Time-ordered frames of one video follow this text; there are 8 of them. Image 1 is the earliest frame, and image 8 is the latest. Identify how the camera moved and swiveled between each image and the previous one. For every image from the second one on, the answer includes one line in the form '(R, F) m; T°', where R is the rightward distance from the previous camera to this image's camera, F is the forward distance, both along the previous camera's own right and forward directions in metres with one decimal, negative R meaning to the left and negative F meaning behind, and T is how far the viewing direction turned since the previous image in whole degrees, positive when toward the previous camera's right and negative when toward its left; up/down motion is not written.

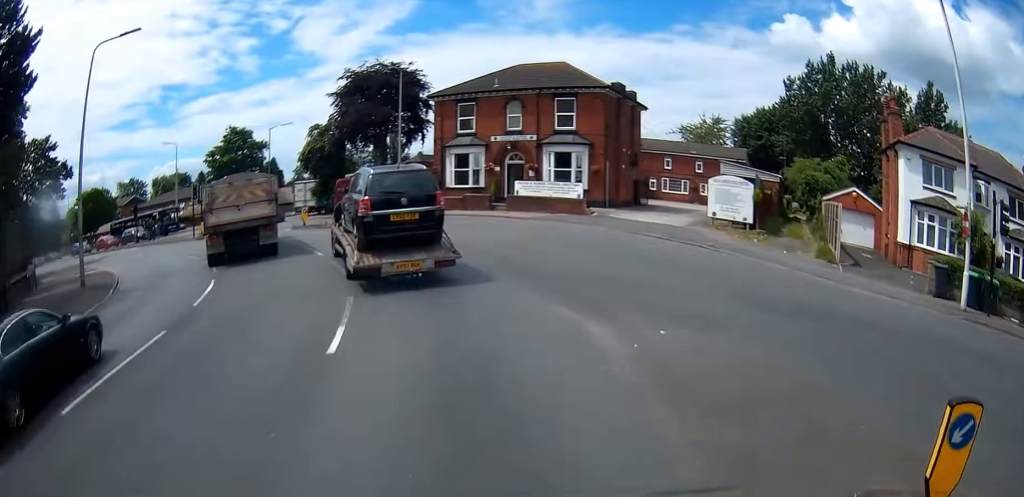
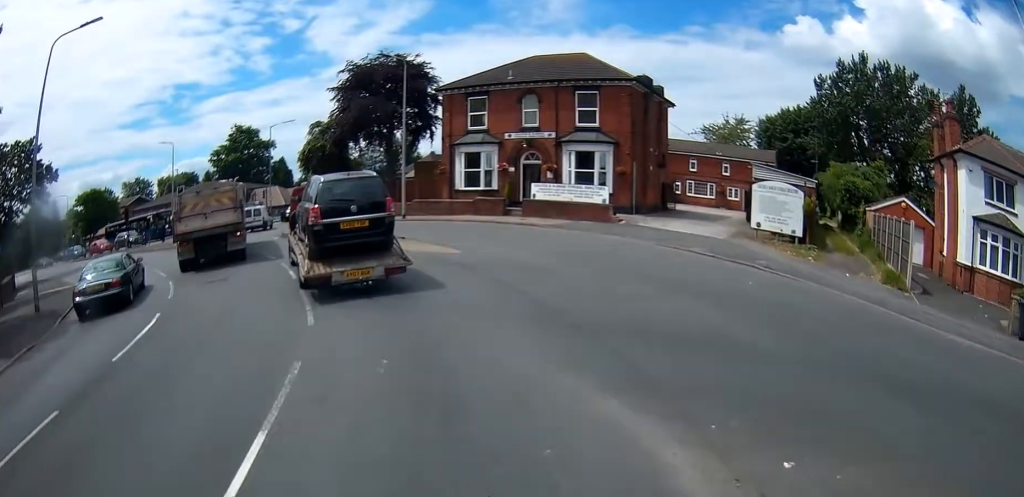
(-0.1, +3.8) m; -4°
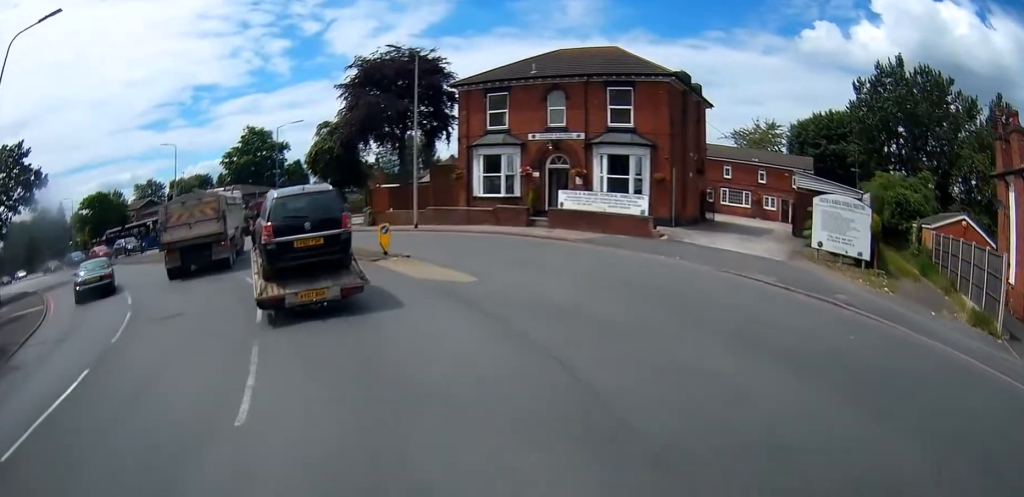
(-0.1, +3.3) m; -5°
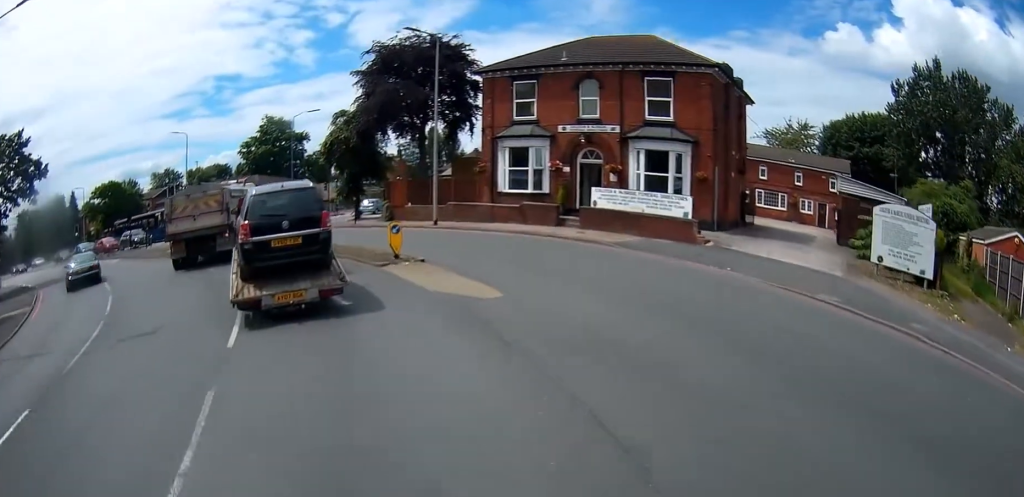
(0.0, +2.1) m; -3°
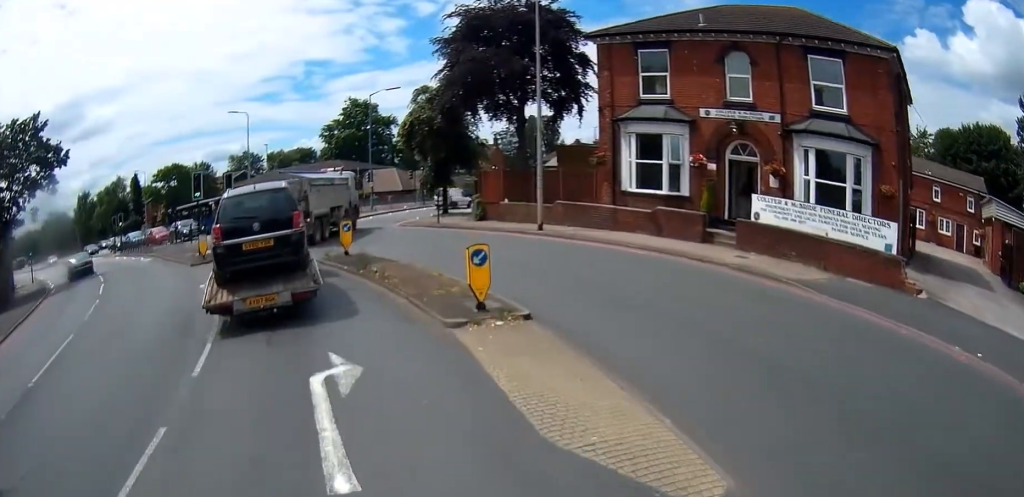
(-0.6, +6.7) m; -11°
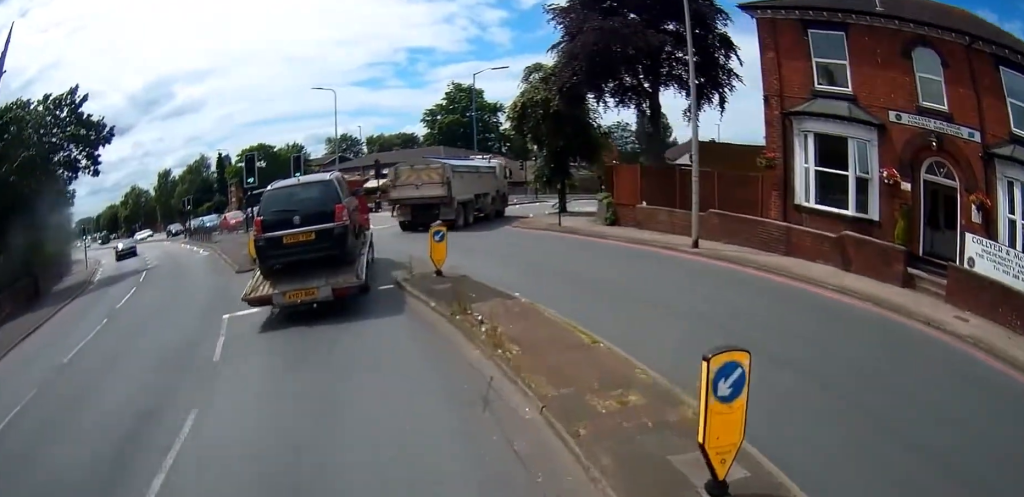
(-0.4, +5.5) m; -7°
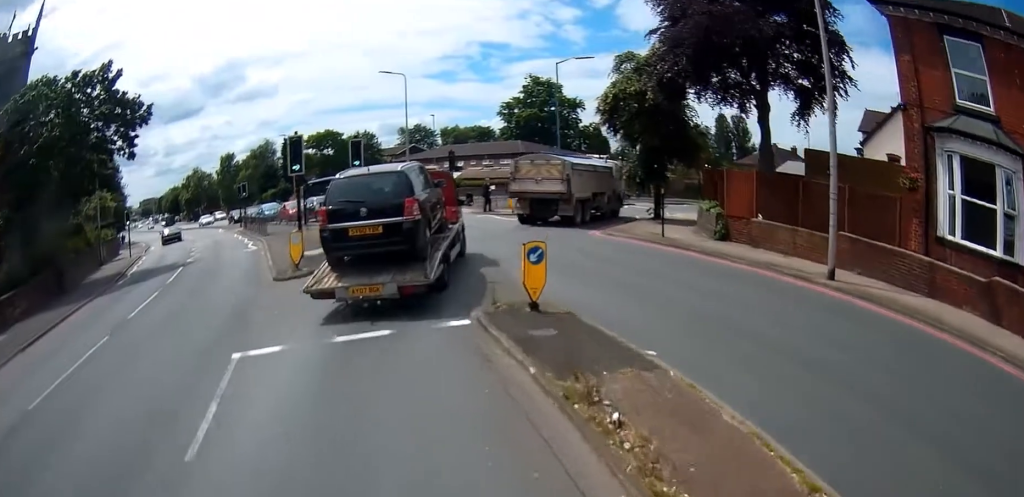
(-0.1, +3.3) m; -2°
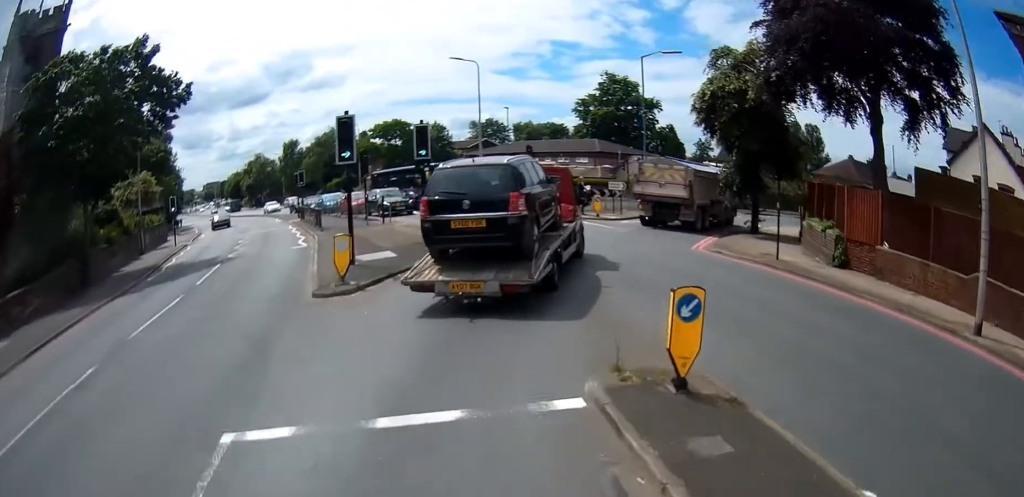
(0.0, +3.0) m; -1°
